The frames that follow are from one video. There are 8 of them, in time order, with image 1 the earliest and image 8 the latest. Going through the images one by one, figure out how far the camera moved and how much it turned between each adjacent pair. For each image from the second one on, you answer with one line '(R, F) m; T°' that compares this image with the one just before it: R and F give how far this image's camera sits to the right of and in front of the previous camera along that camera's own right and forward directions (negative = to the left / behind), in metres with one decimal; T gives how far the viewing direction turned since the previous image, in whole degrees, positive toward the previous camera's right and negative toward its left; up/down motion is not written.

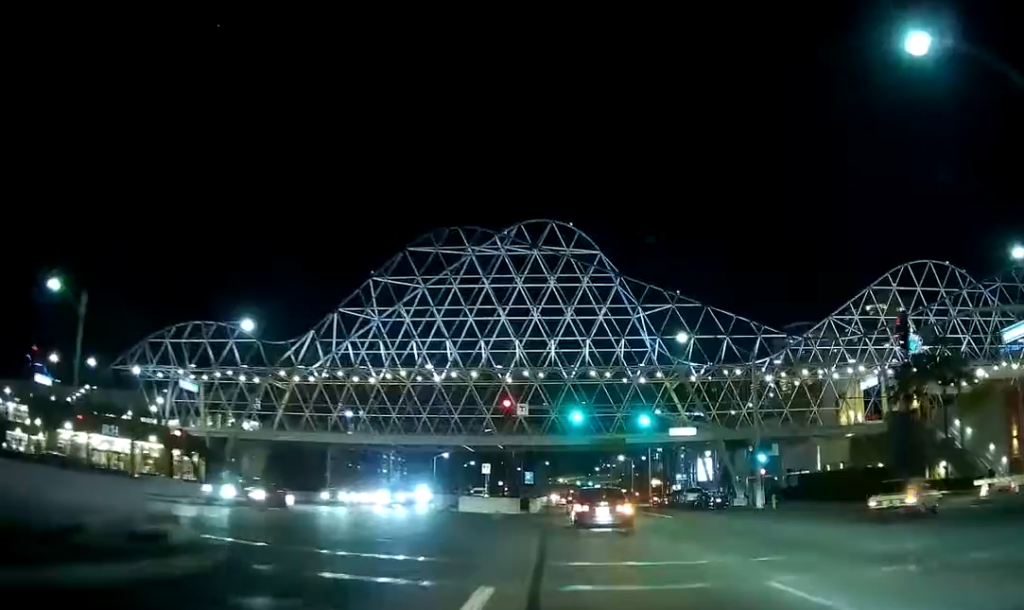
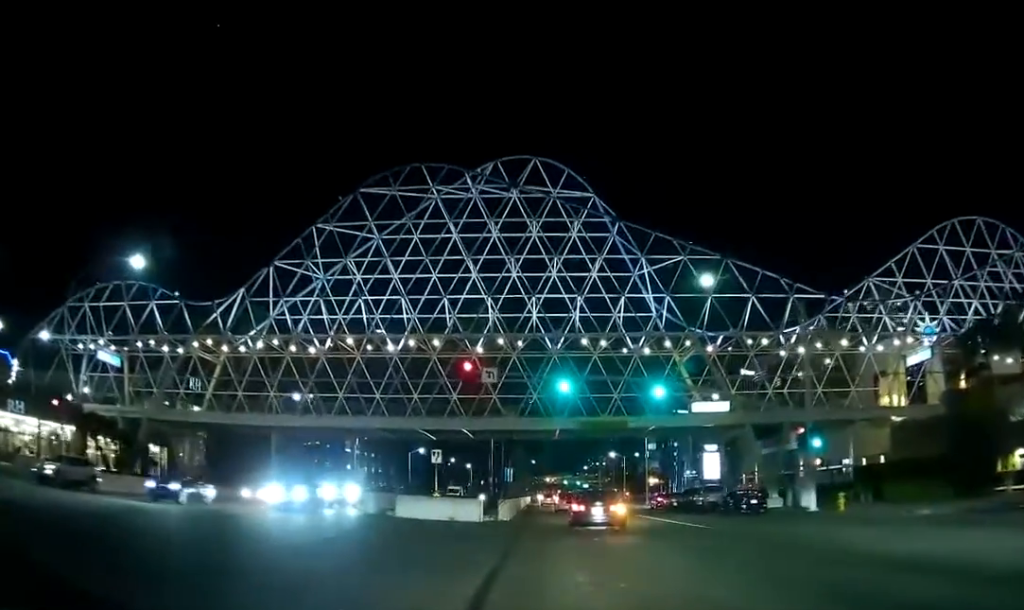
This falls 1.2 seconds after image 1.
(-0.1, +13.5) m; 0°
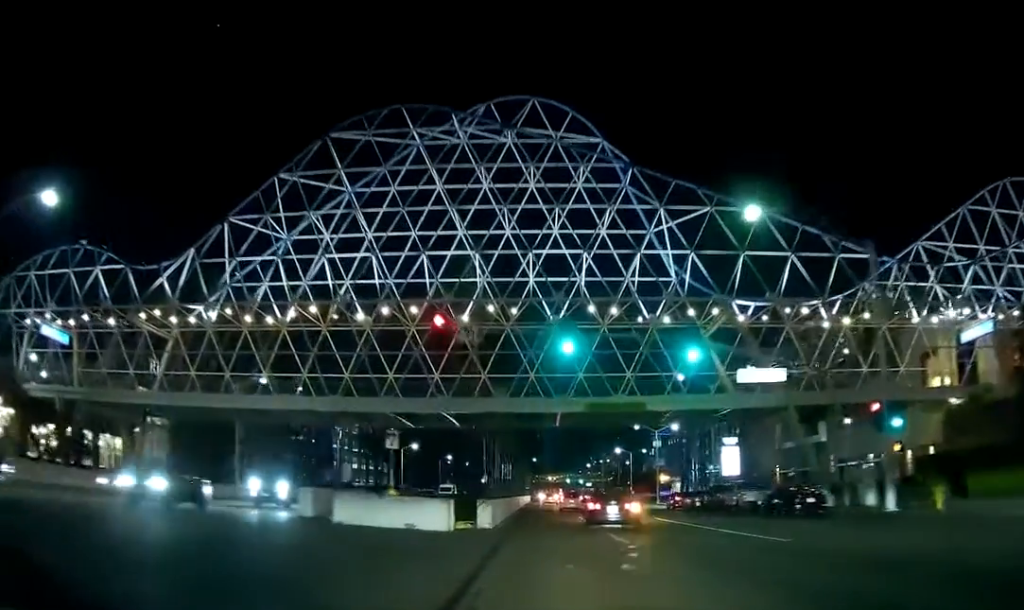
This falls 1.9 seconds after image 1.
(0.0, +9.3) m; 0°
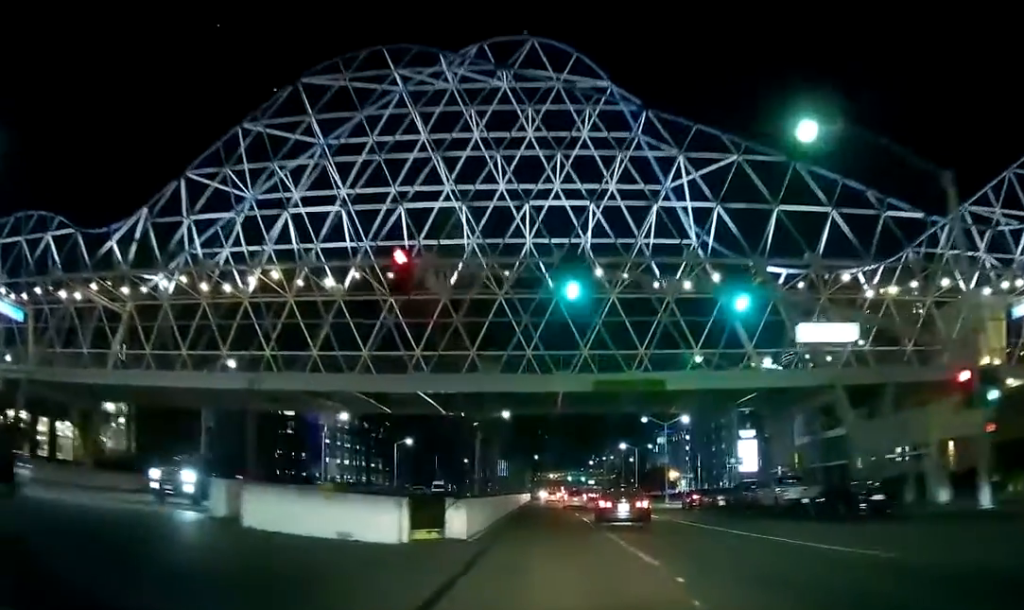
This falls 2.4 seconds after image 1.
(0.0, +6.8) m; 0°
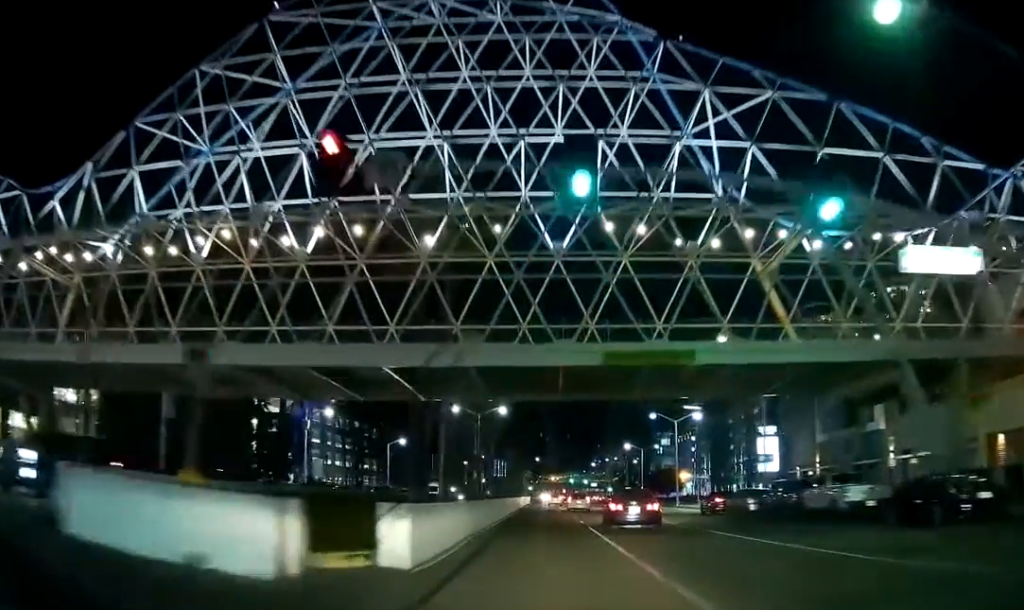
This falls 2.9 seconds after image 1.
(0.0, +6.6) m; 0°
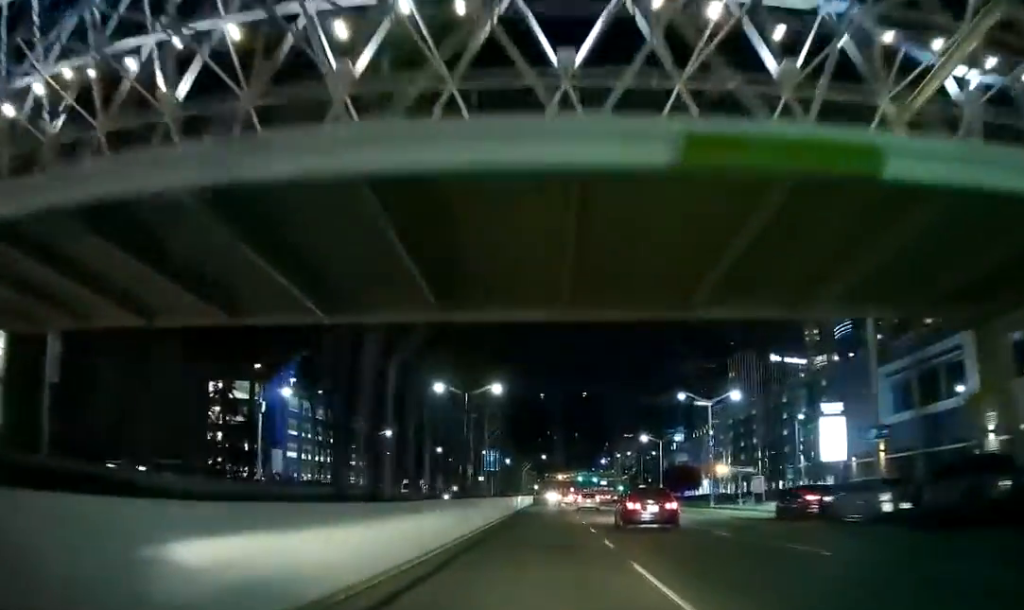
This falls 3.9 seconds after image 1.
(0.0, +14.9) m; 0°
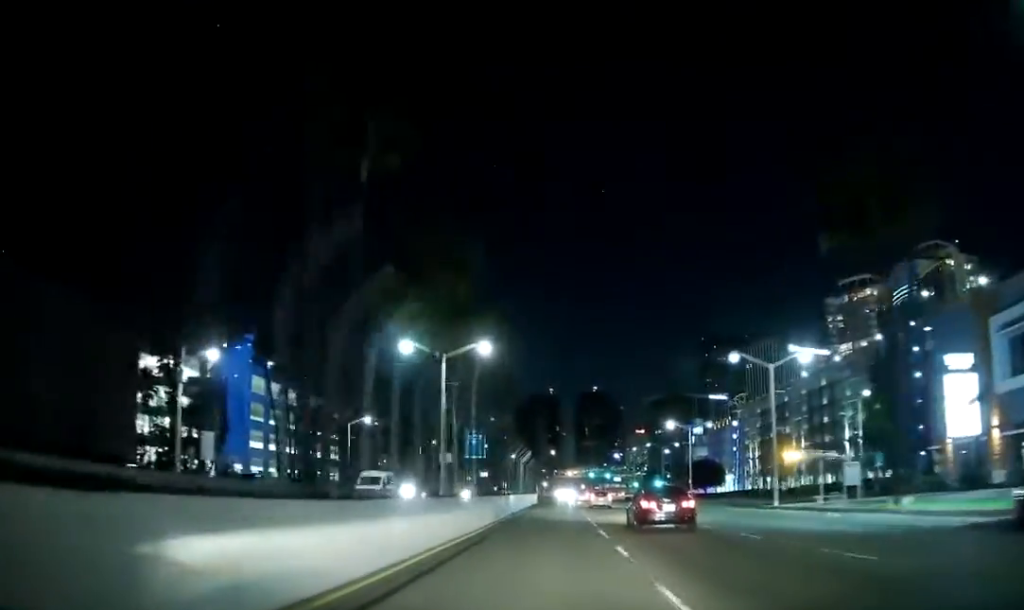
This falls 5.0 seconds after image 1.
(-0.1, +16.9) m; -1°
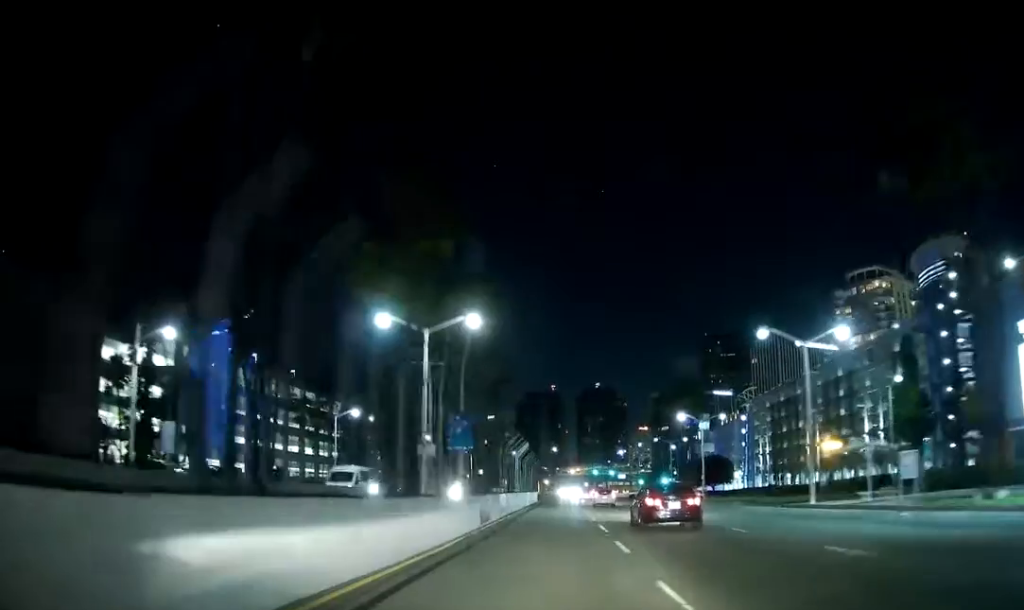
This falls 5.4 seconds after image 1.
(-0.1, +7.1) m; 0°
